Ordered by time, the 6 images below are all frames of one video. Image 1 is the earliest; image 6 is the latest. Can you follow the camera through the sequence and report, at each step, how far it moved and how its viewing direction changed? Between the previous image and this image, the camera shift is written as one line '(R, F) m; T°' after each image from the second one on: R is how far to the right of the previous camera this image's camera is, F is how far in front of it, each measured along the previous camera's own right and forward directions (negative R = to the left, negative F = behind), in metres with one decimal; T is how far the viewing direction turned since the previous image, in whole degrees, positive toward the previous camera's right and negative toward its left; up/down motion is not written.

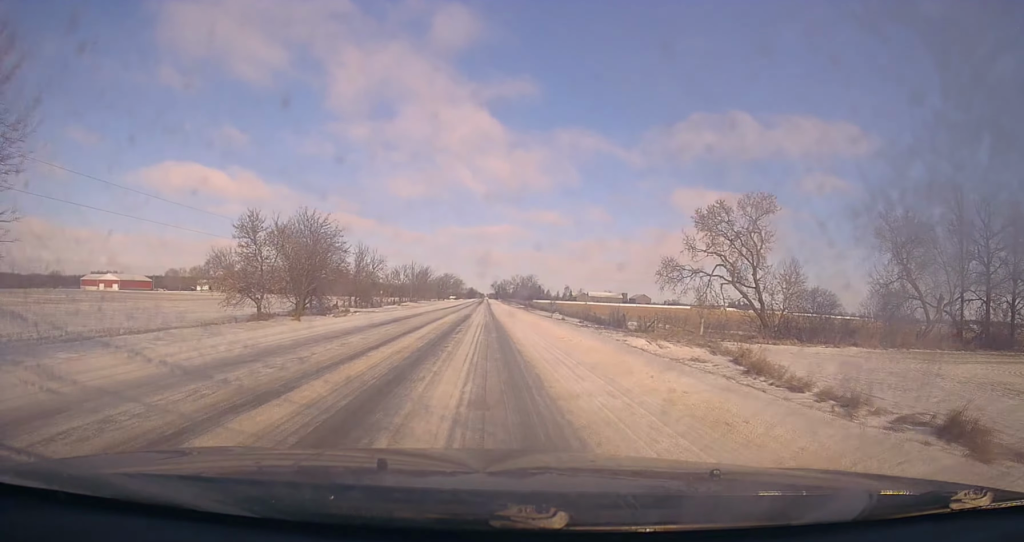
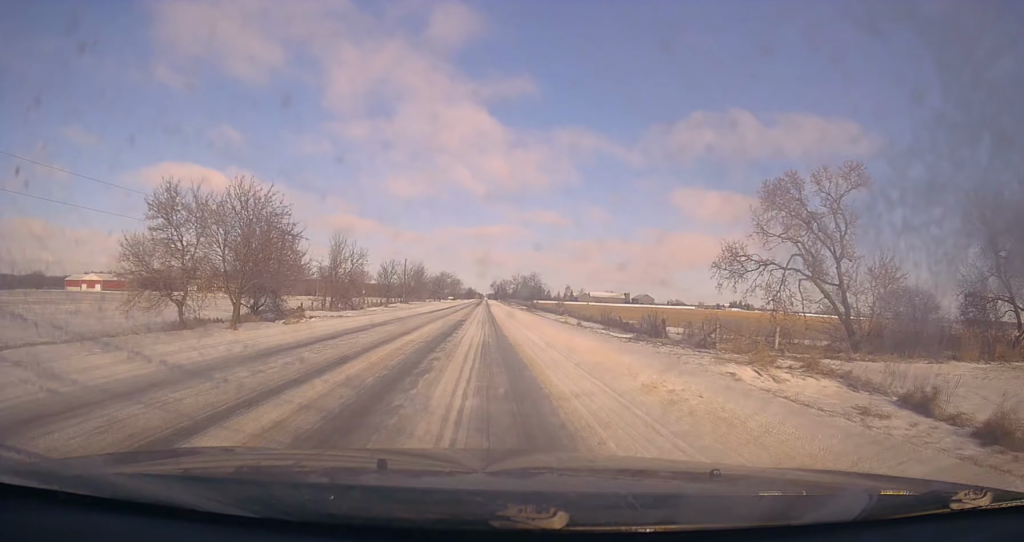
(0.0, +12.3) m; 0°
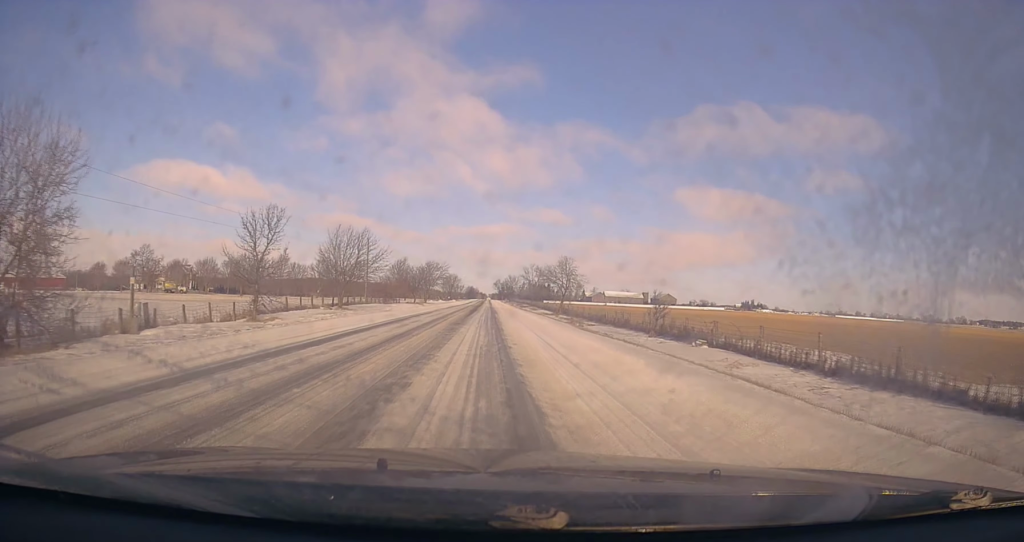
(-0.3, +49.2) m; -1°
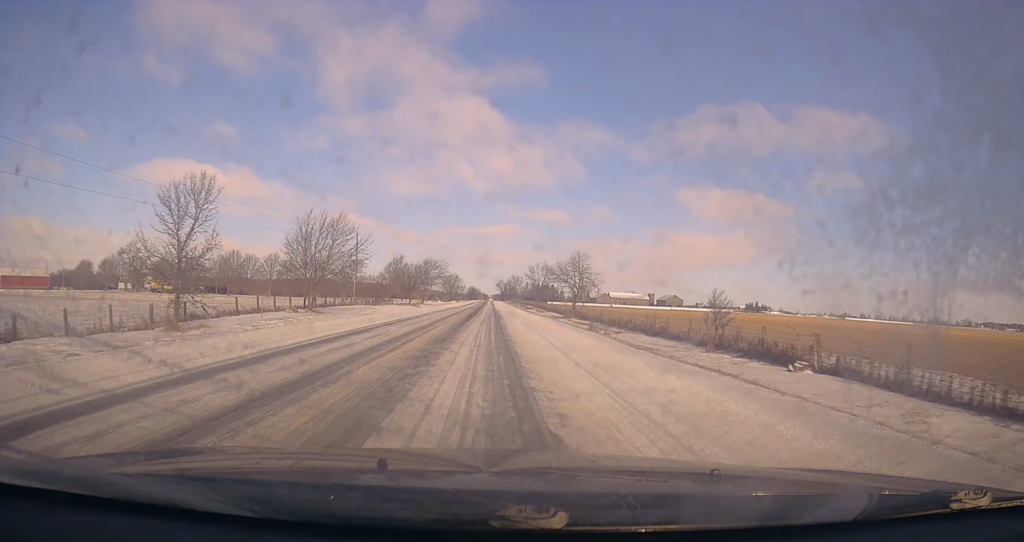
(0.0, +10.2) m; 0°
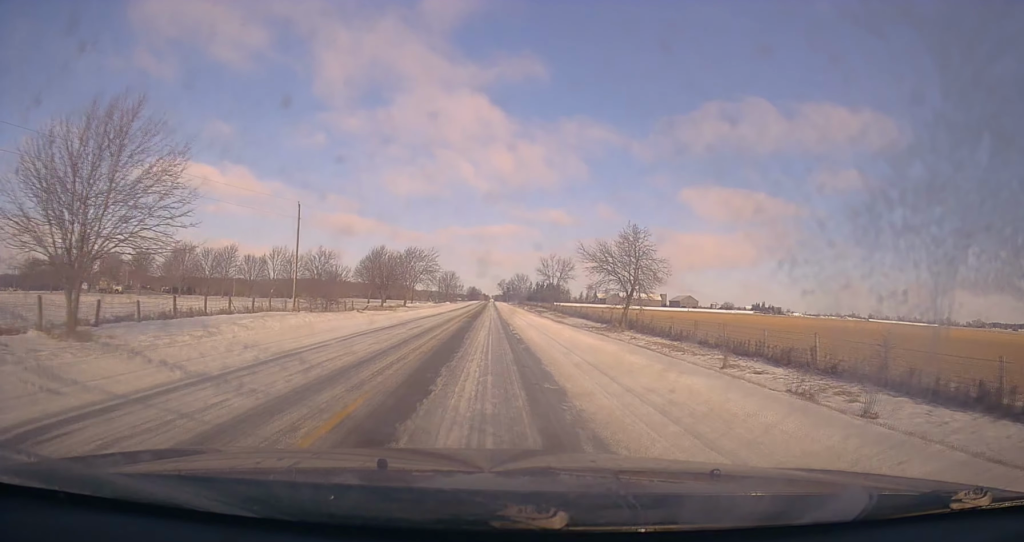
(0.0, +28.6) m; 0°
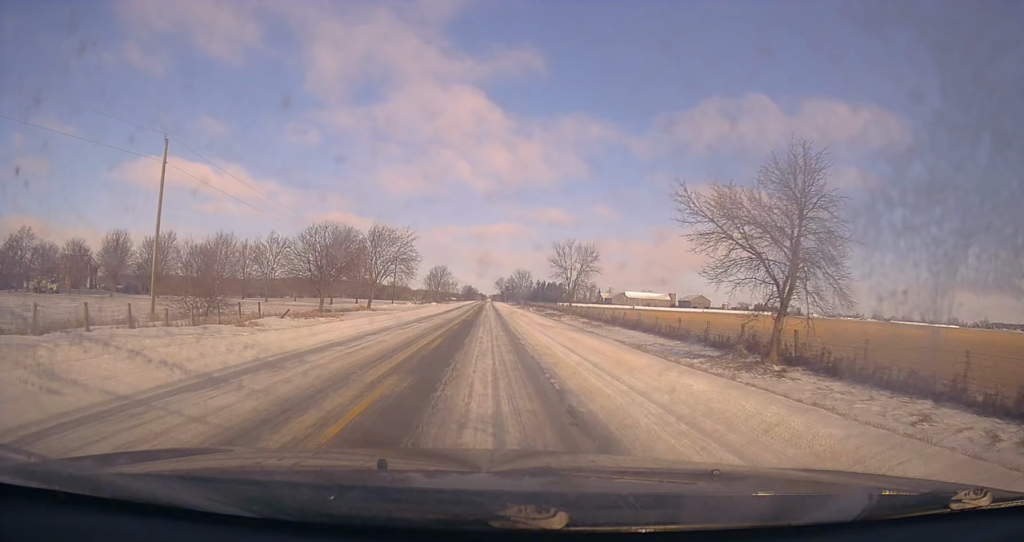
(-0.1, +26.4) m; 0°
